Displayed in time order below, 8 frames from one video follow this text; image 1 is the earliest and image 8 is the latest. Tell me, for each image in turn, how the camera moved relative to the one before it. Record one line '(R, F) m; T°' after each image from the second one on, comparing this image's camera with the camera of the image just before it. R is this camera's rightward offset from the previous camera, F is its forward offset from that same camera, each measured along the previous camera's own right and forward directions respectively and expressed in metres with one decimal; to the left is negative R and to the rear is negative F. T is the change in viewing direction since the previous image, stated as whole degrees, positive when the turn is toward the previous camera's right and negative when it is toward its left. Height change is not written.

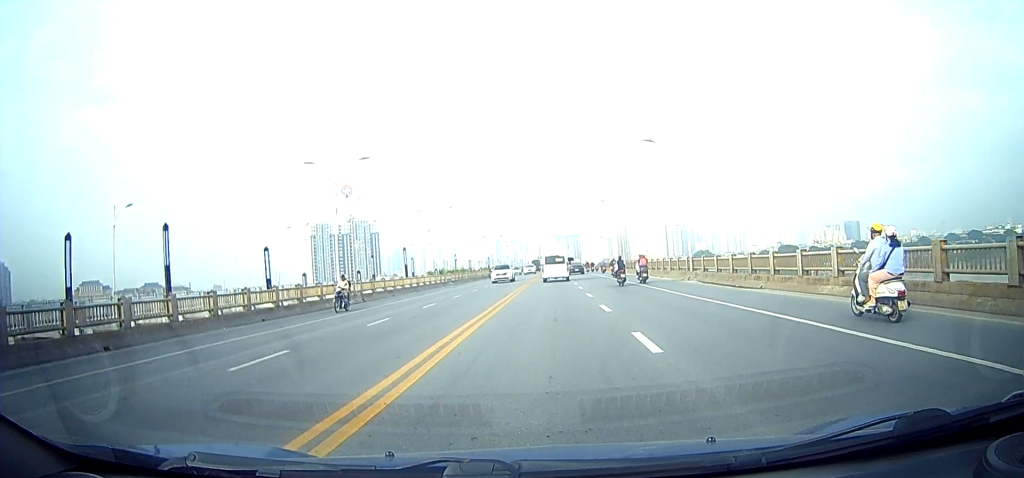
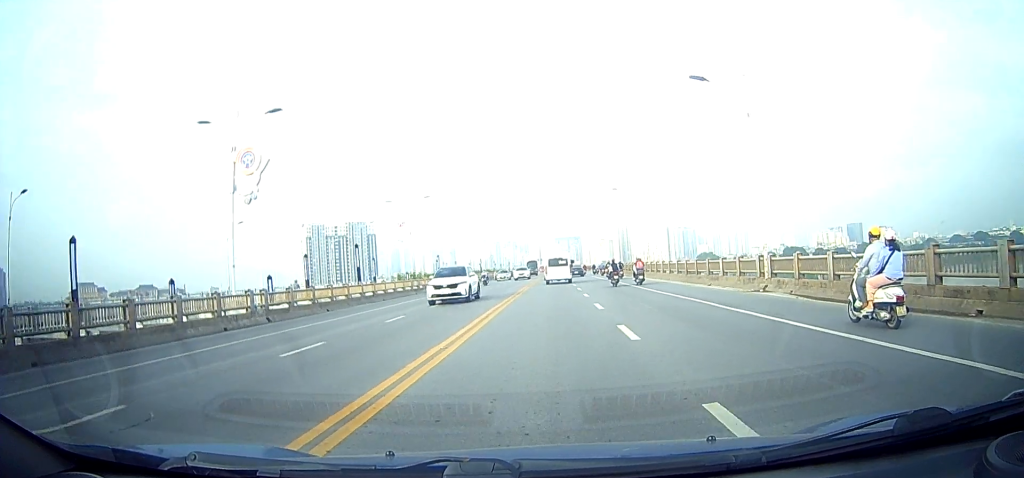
(0.0, +13.0) m; 0°
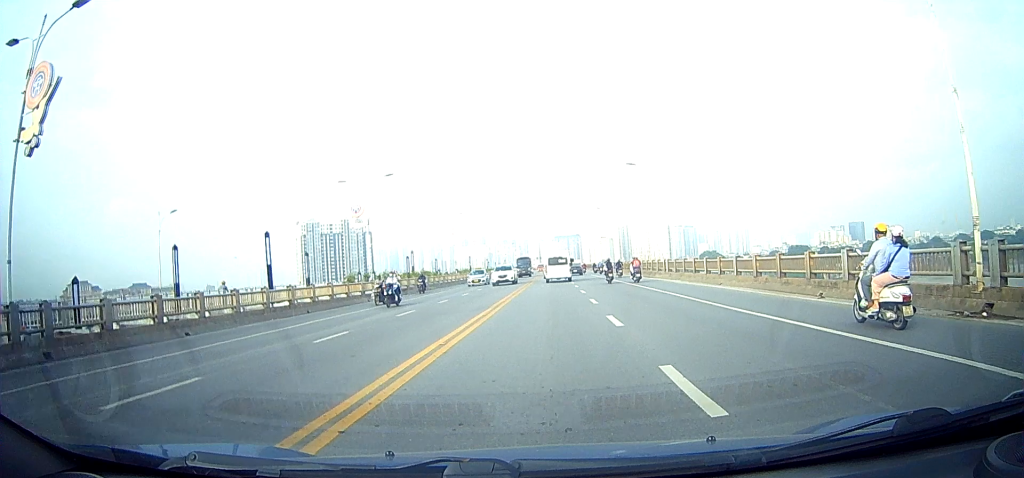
(-0.1, +12.4) m; -1°
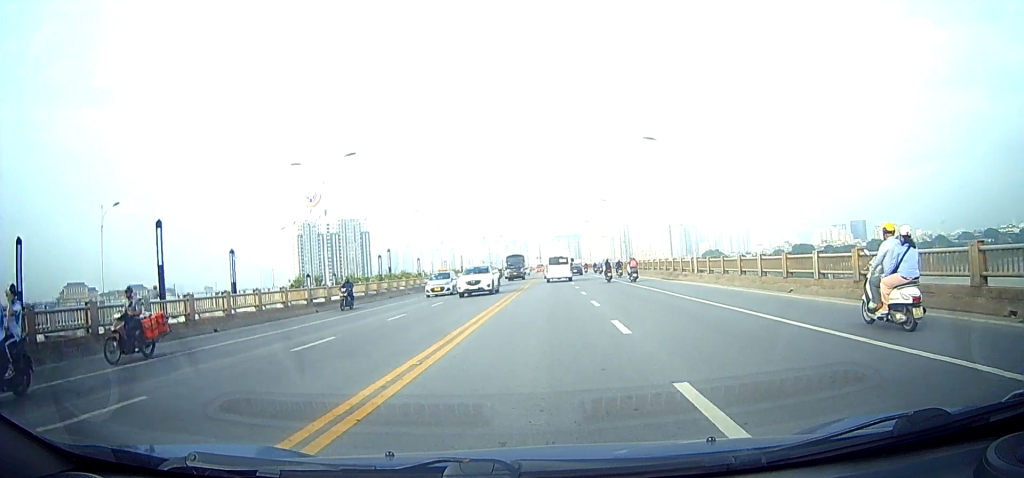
(0.0, +8.1) m; 0°
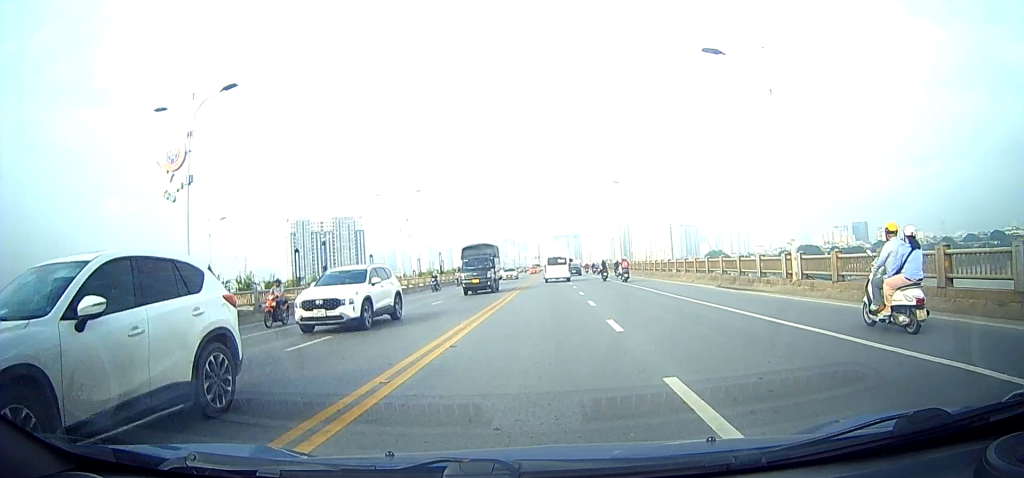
(+0.1, +12.0) m; +1°
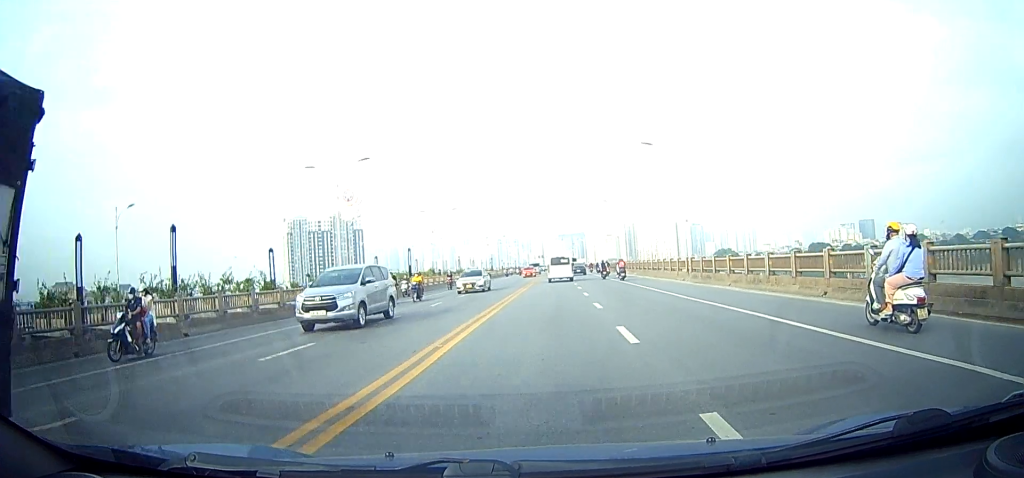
(+0.1, +13.9) m; 0°
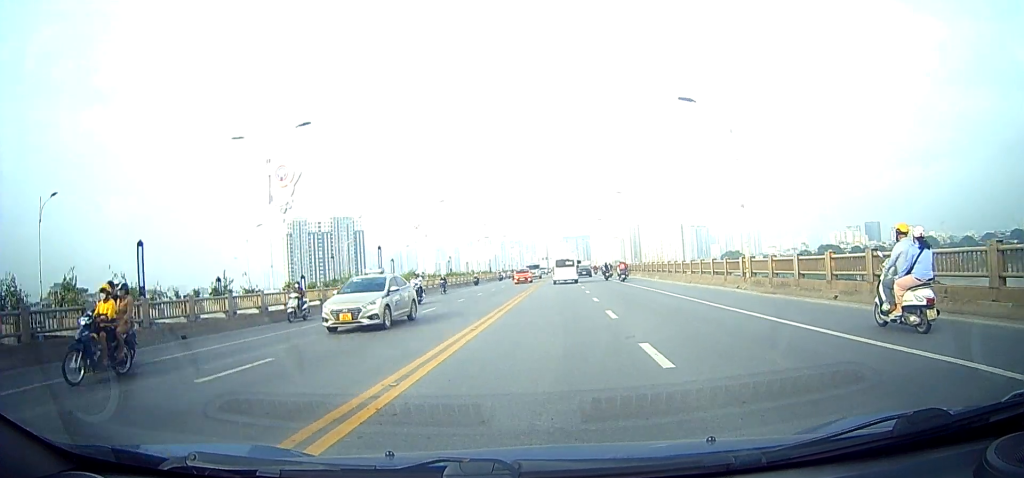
(0.0, +9.0) m; 0°
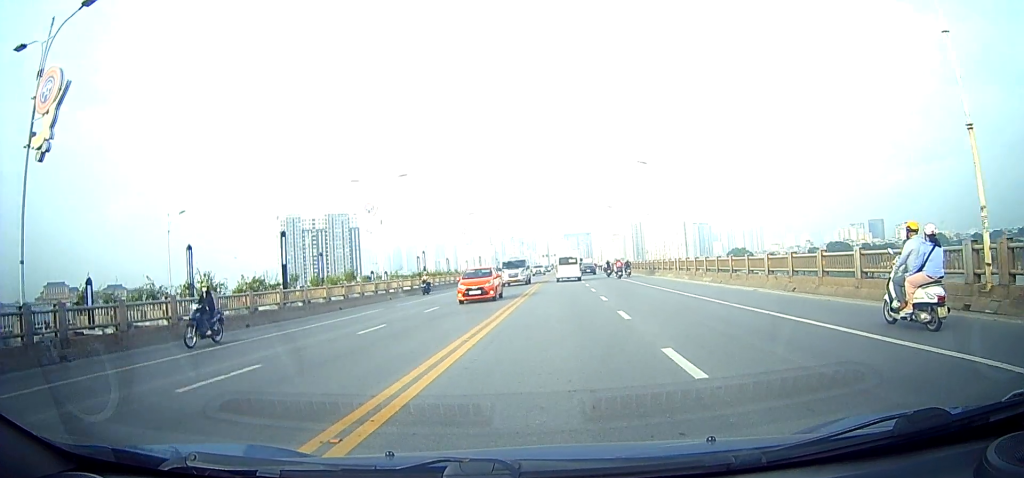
(0.0, +13.6) m; 0°
